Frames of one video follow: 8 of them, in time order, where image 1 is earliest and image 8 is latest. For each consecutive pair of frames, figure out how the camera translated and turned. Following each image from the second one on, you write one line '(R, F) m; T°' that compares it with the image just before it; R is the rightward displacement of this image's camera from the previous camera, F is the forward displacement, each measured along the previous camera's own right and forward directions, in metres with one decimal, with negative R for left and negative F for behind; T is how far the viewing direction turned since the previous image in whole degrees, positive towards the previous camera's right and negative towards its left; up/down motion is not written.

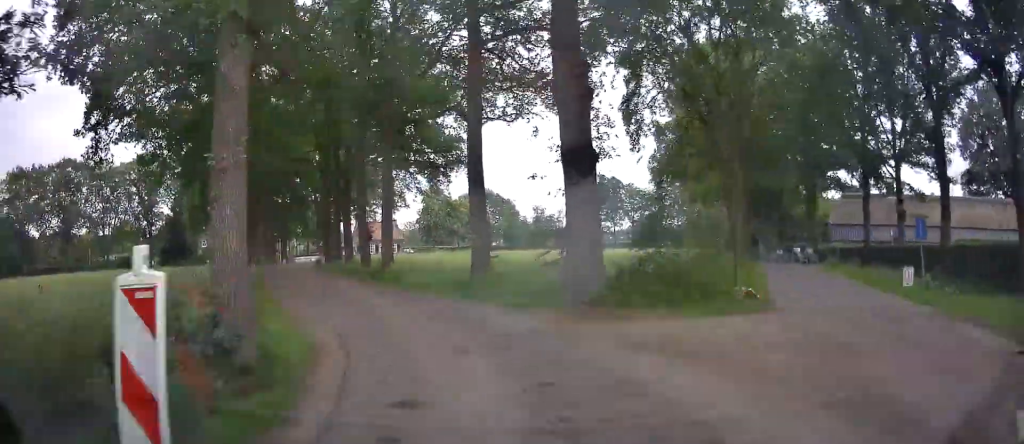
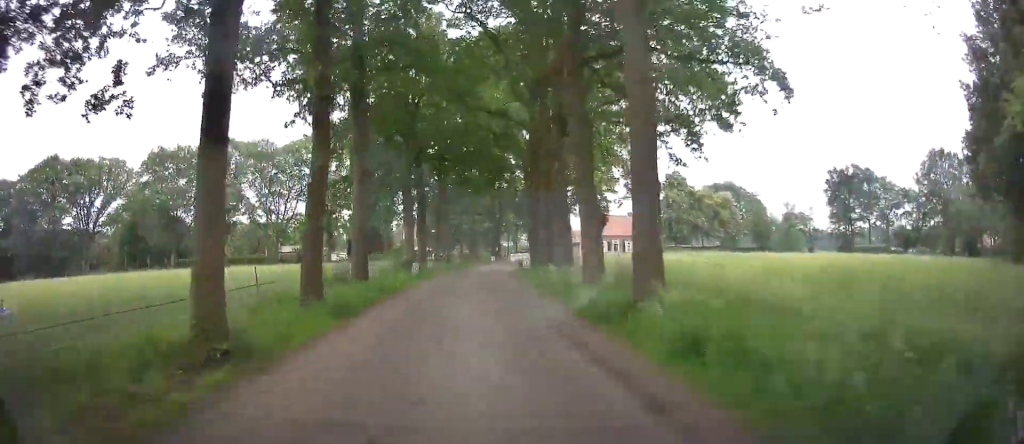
(-1.3, +14.5) m; -16°
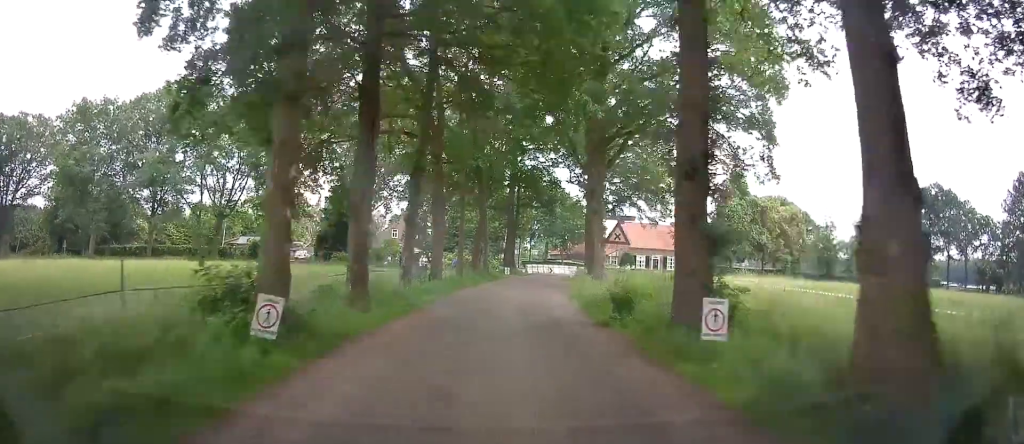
(-4.4, +20.5) m; -10°
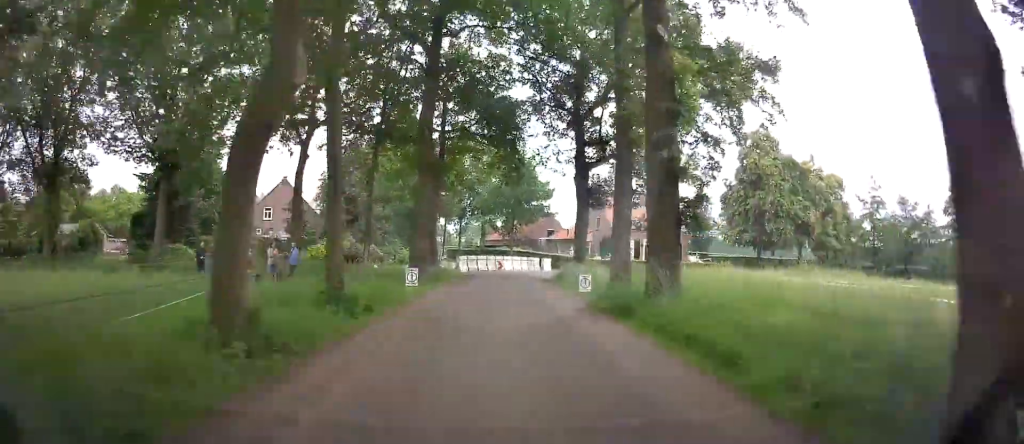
(+1.5, +26.9) m; +6°
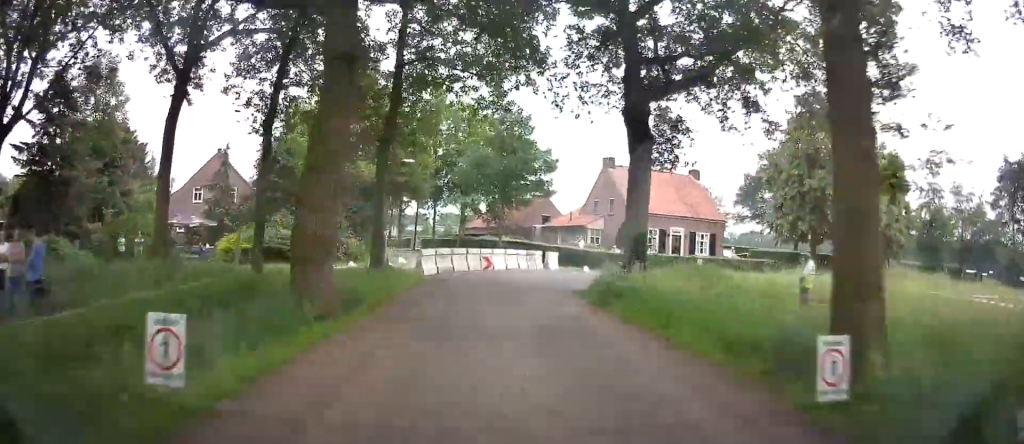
(+0.4, +12.8) m; +4°
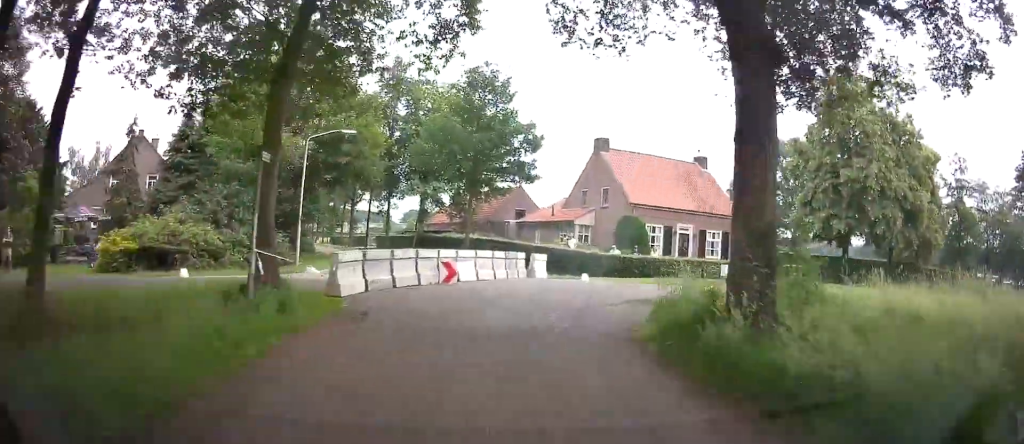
(-0.4, +10.3) m; +7°
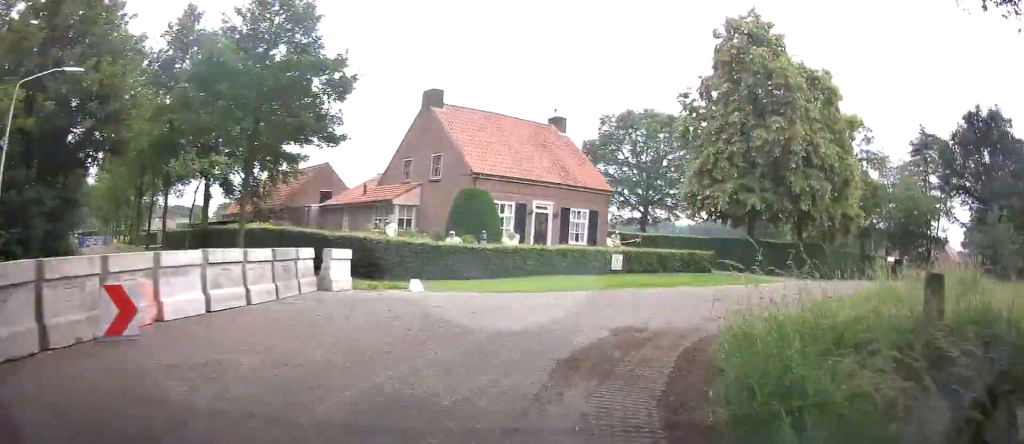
(+1.3, +10.9) m; +16°
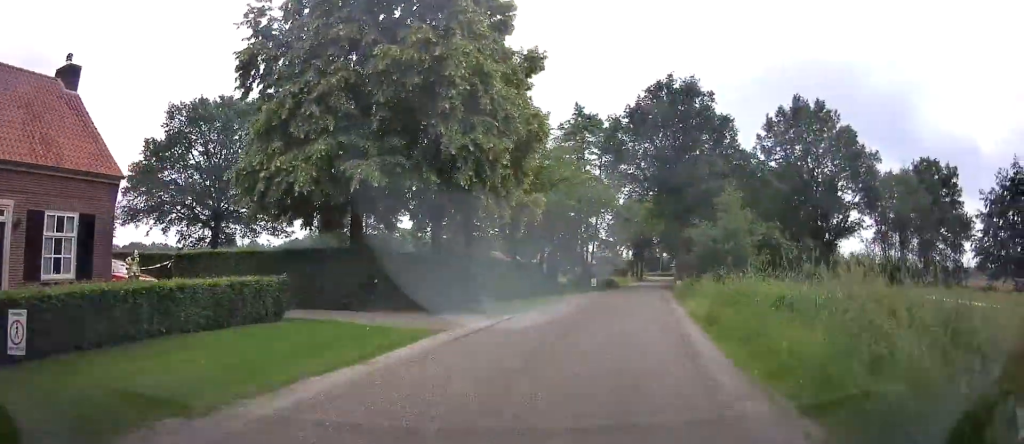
(+4.1, +13.8) m; +28°
